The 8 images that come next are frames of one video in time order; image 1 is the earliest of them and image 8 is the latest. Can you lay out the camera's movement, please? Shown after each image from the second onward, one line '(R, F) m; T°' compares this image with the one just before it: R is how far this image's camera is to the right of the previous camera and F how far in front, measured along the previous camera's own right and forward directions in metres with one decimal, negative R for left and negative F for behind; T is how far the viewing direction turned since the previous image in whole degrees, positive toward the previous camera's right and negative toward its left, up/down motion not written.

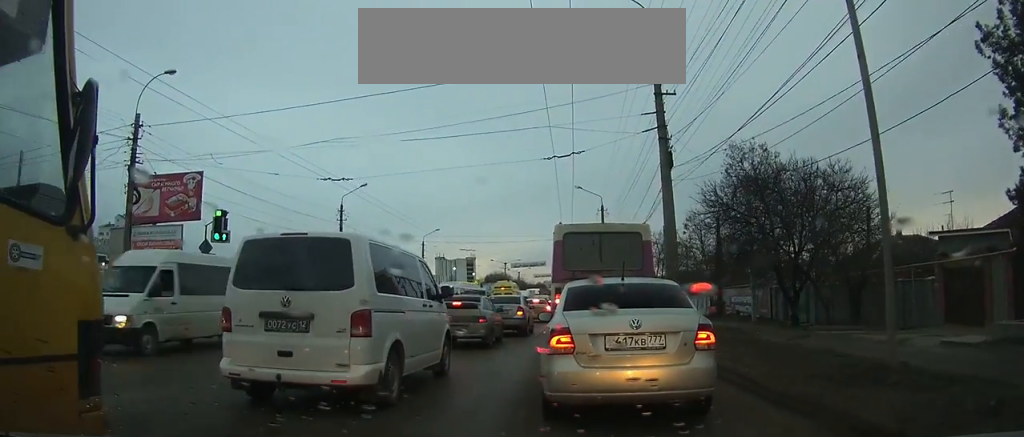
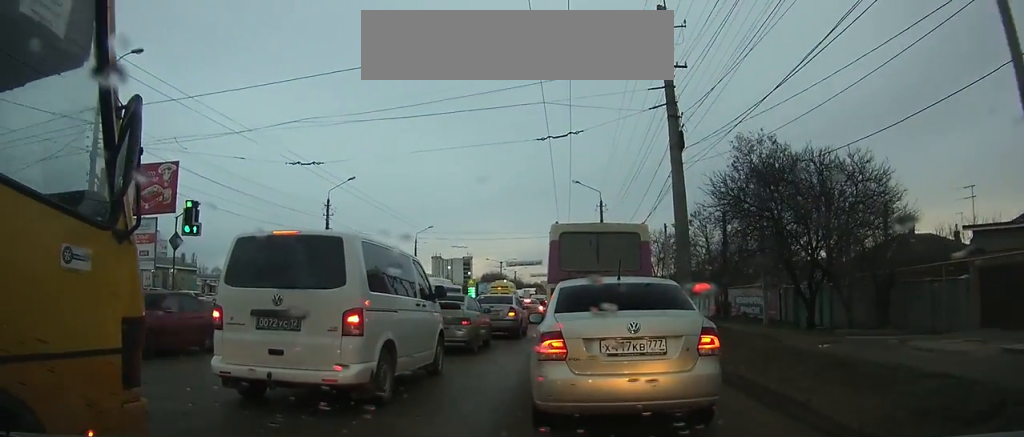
(0.0, +2.3) m; +1°
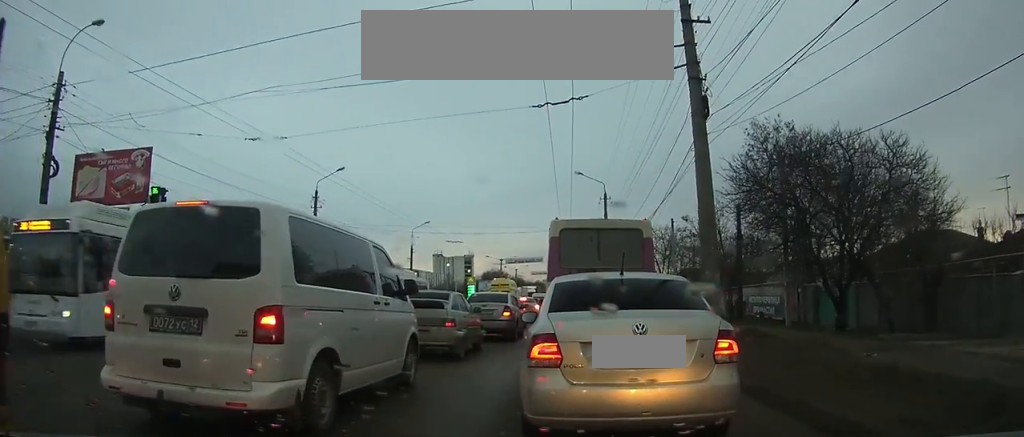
(0.0, +2.1) m; -1°
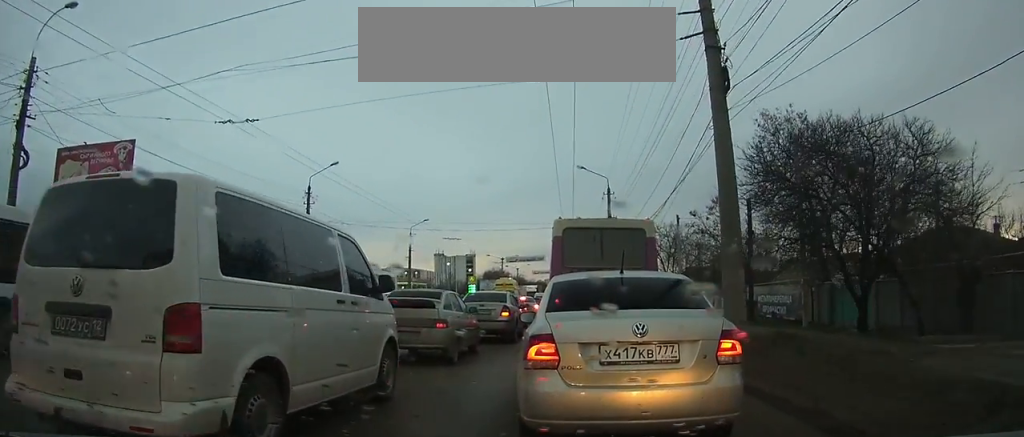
(0.0, +1.5) m; -2°
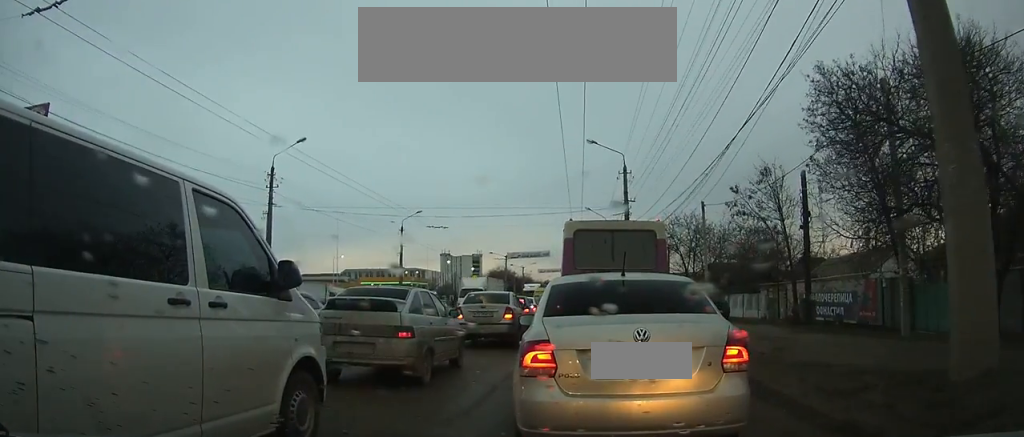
(-0.9, +6.9) m; -8°
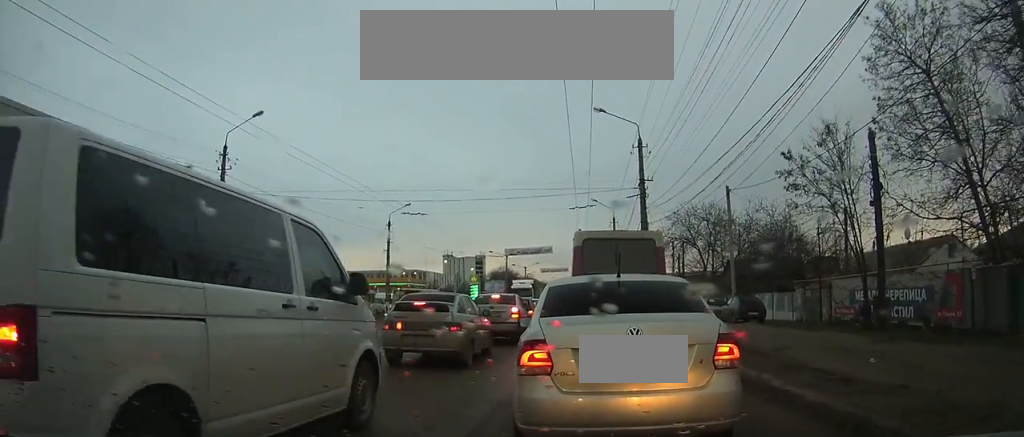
(+0.3, +6.4) m; +4°
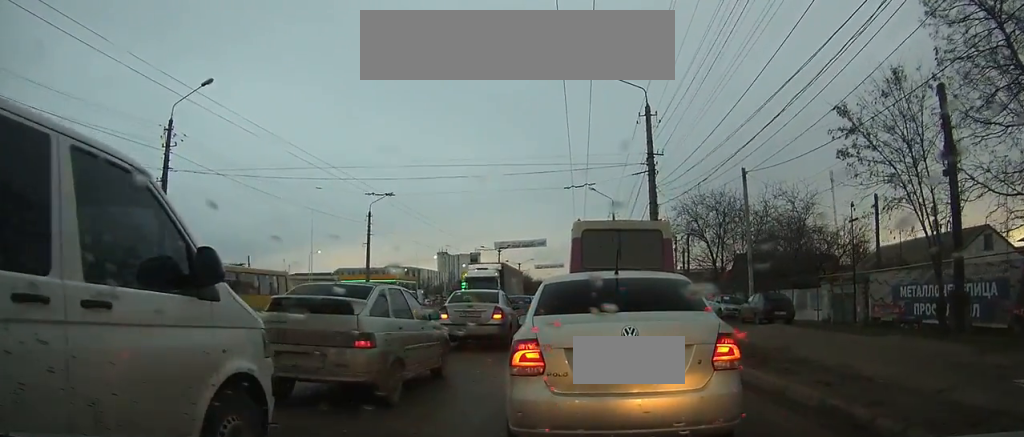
(+0.2, +4.3) m; +6°
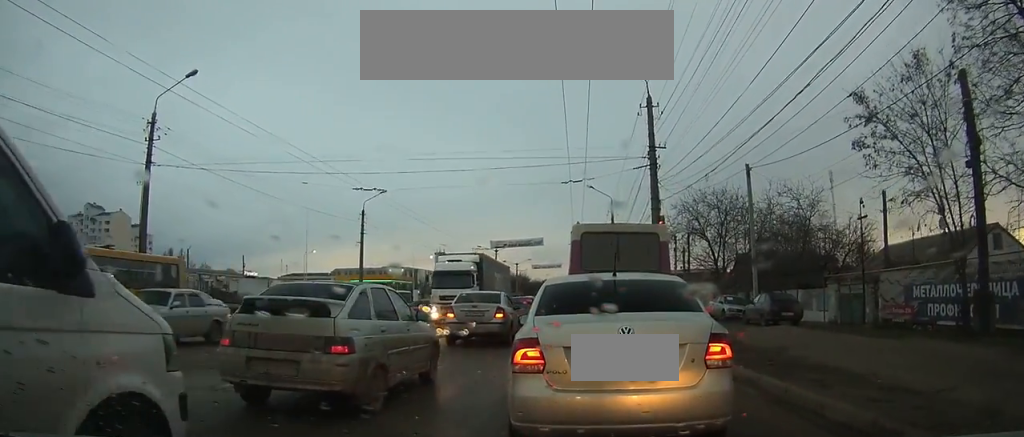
(+0.1, +1.4) m; +1°
